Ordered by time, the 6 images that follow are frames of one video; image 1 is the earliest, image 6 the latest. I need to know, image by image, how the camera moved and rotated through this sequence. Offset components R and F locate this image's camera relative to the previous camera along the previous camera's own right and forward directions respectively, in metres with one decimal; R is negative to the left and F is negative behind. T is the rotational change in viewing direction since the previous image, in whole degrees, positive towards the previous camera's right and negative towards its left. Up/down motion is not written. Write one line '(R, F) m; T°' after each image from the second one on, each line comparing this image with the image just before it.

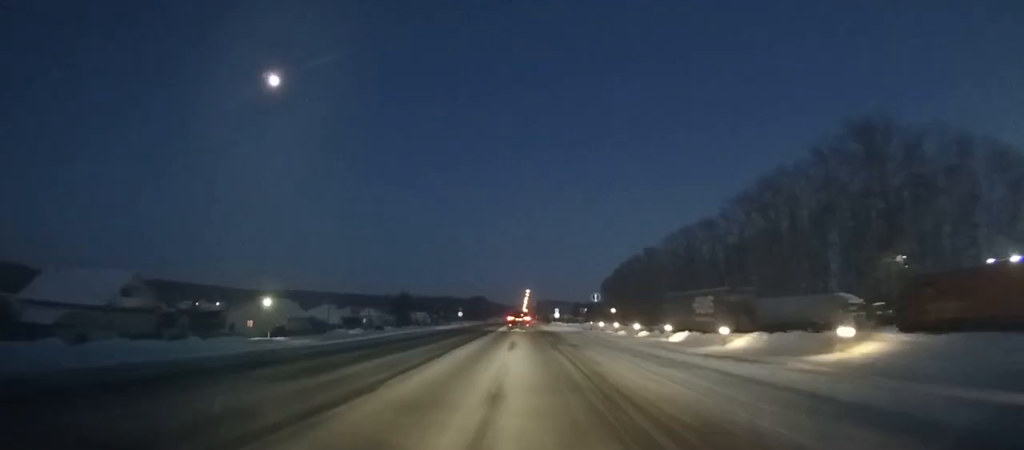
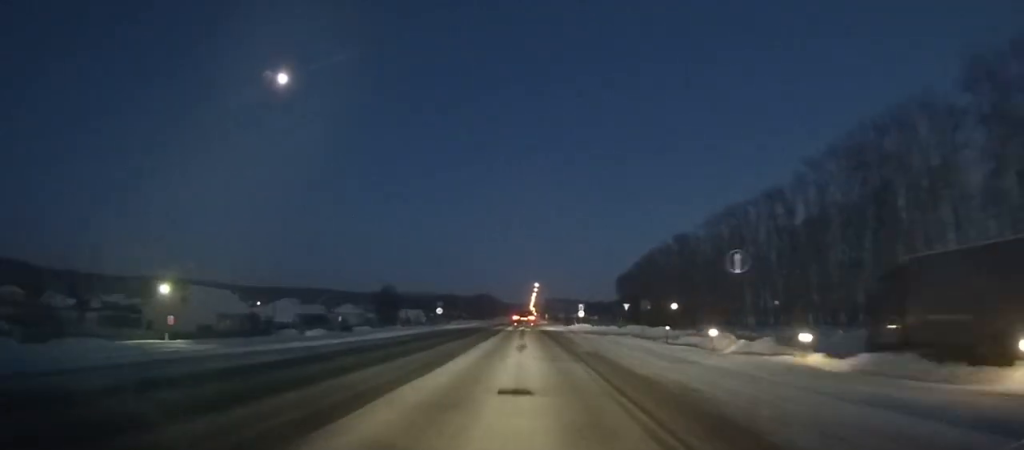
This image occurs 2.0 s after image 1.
(-0.1, +33.9) m; 0°
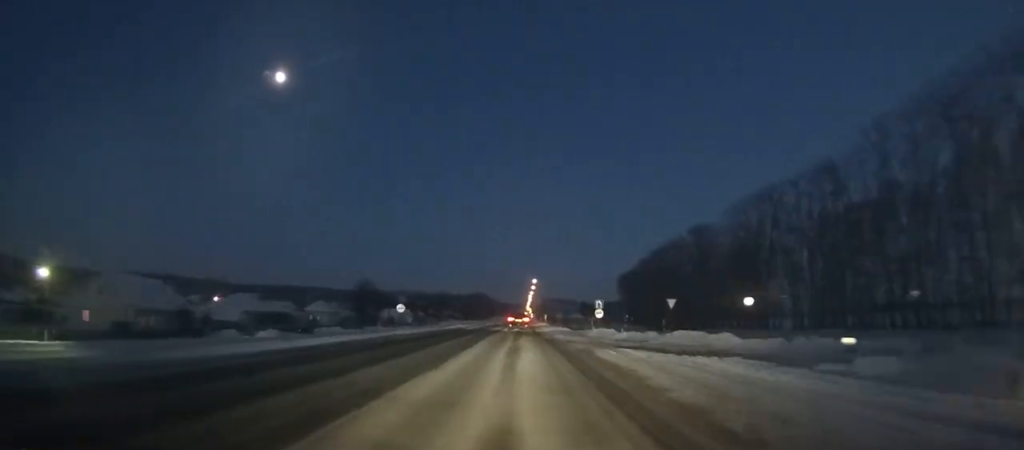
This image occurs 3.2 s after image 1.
(-0.1, +20.5) m; 0°
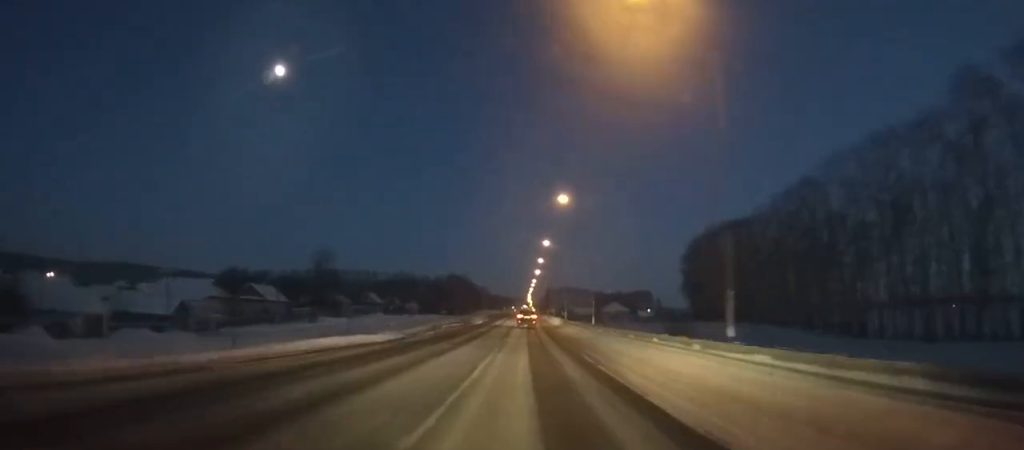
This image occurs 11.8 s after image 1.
(+0.5, +152.5) m; 0°
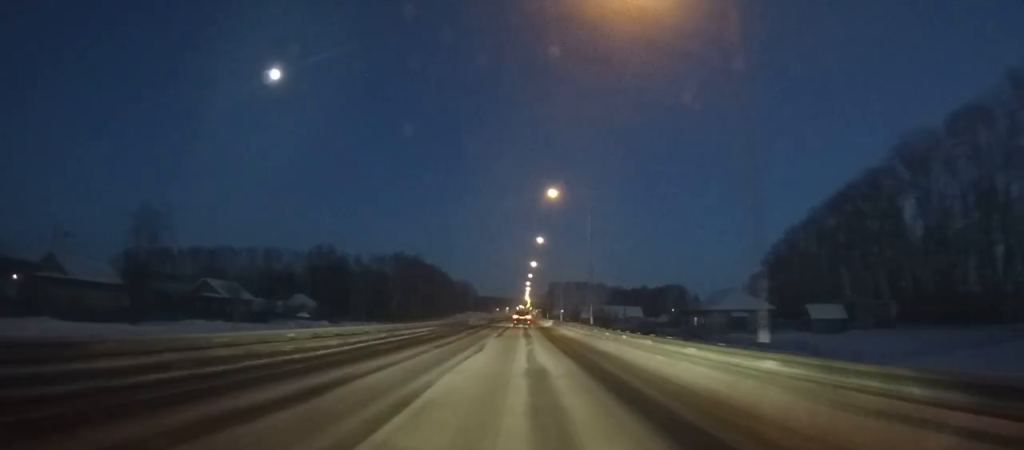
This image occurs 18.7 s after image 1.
(-0.2, +123.4) m; 0°
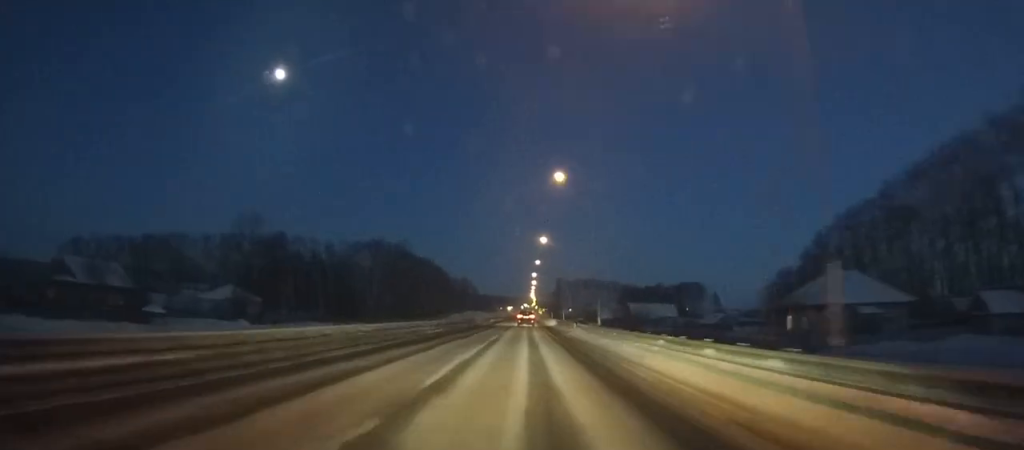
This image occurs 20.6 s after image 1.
(0.0, +33.3) m; 0°
